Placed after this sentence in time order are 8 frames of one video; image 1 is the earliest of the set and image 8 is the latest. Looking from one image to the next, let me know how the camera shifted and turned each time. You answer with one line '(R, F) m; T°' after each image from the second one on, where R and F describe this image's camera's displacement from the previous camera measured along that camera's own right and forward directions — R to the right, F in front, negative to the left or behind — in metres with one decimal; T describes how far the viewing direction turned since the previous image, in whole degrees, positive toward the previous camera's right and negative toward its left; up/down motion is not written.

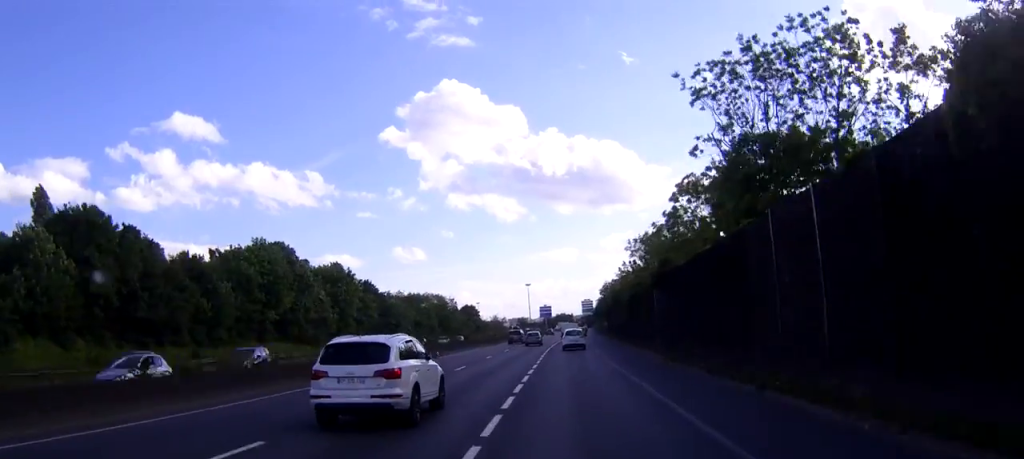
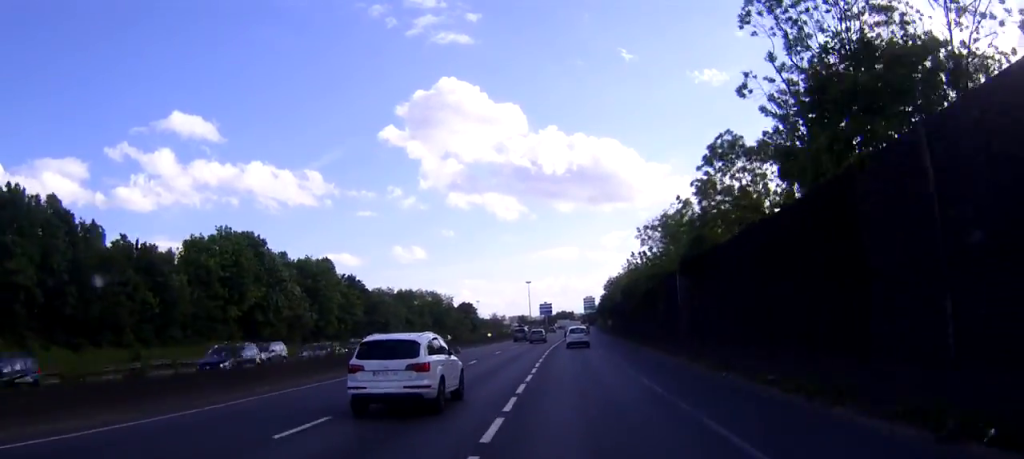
(0.0, +9.3) m; 0°
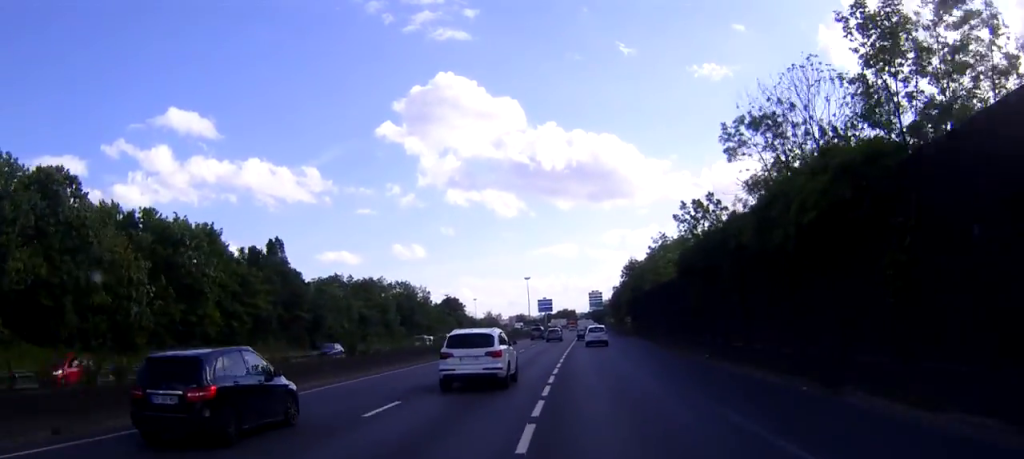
(0.0, +34.5) m; 0°
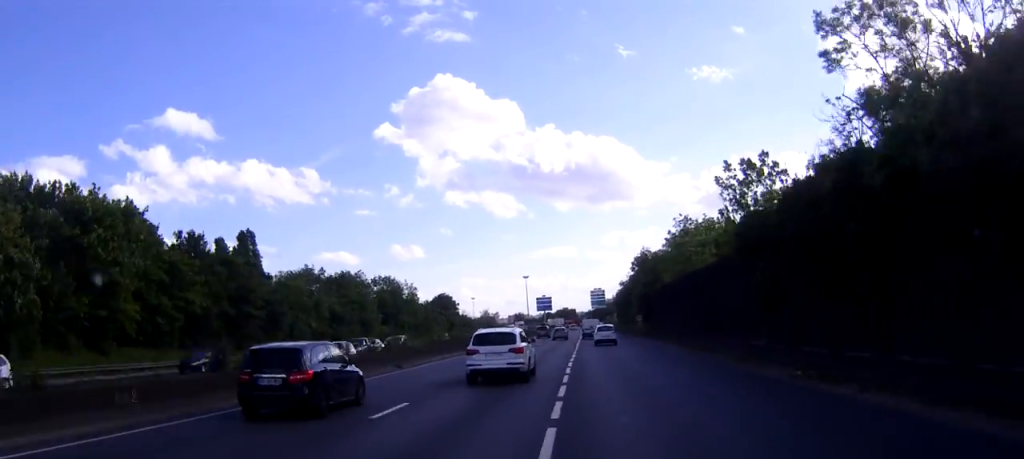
(0.0, +13.4) m; 0°
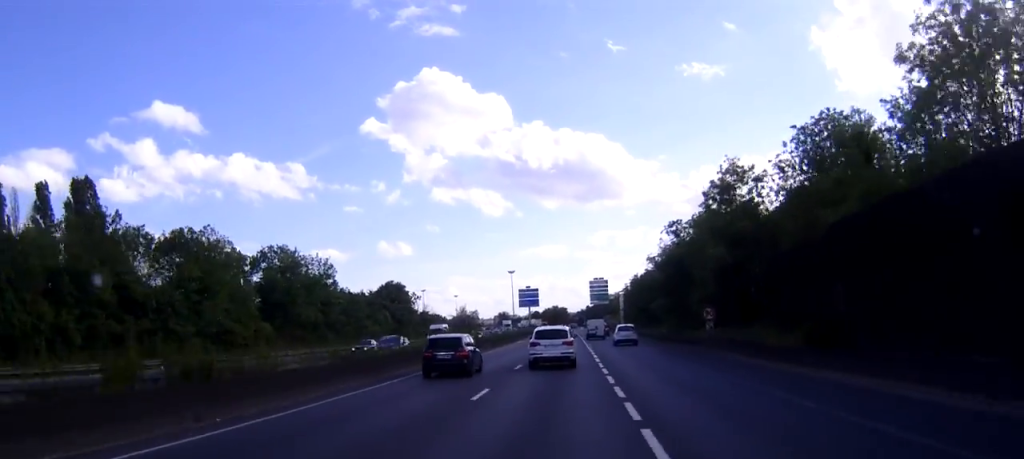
(+0.1, +46.5) m; +1°
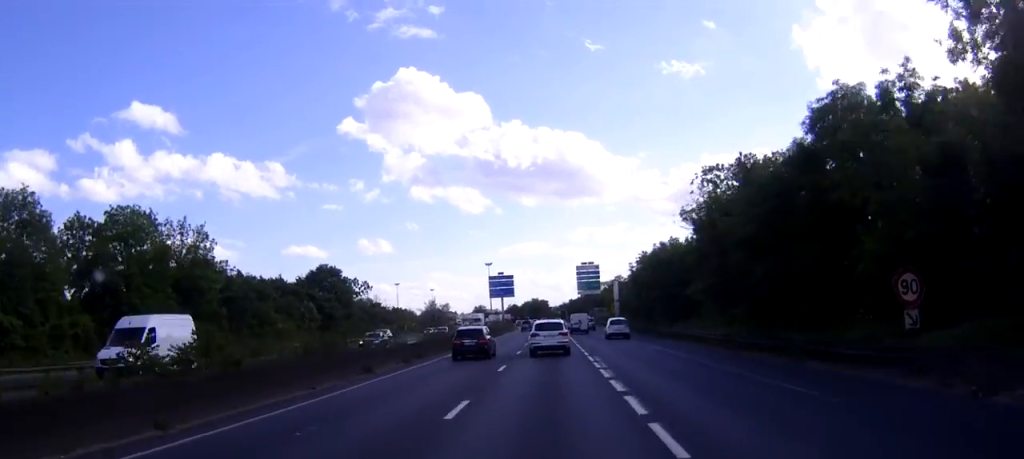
(+0.2, +29.7) m; +1°
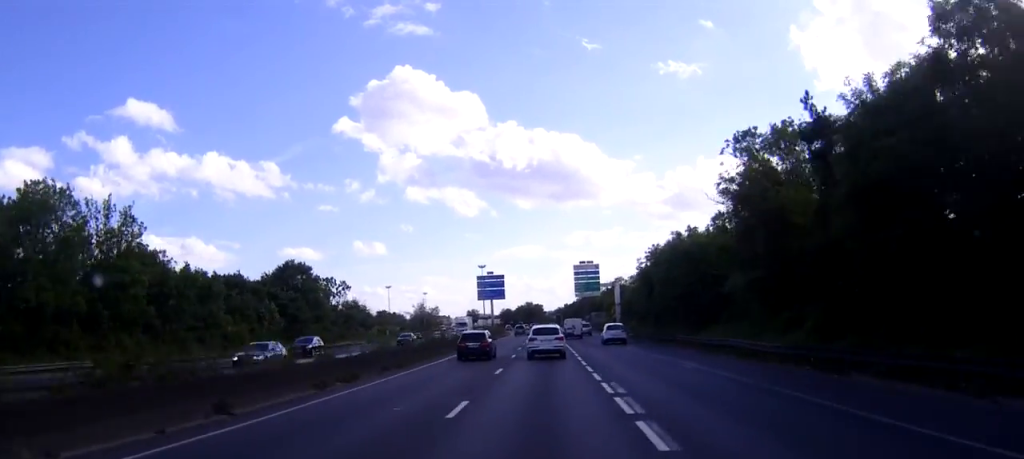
(+0.1, +11.6) m; 0°
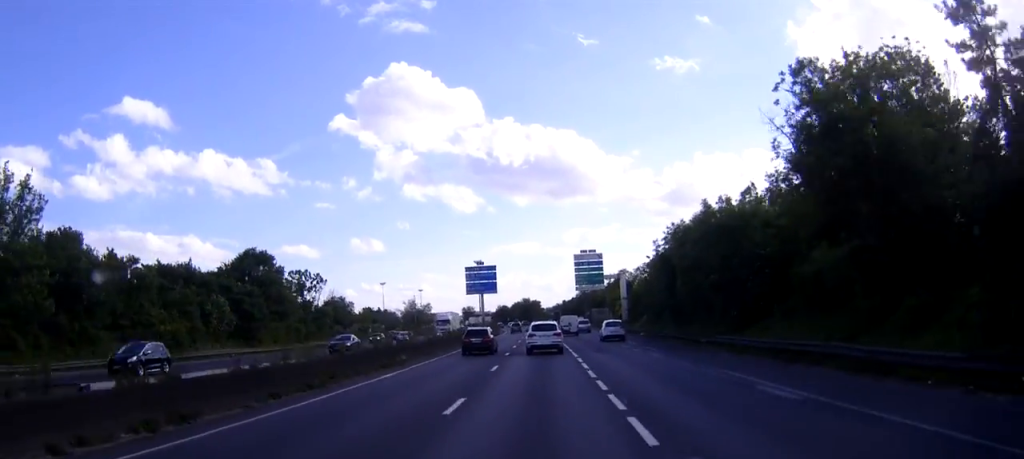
(-0.1, +12.3) m; 0°
